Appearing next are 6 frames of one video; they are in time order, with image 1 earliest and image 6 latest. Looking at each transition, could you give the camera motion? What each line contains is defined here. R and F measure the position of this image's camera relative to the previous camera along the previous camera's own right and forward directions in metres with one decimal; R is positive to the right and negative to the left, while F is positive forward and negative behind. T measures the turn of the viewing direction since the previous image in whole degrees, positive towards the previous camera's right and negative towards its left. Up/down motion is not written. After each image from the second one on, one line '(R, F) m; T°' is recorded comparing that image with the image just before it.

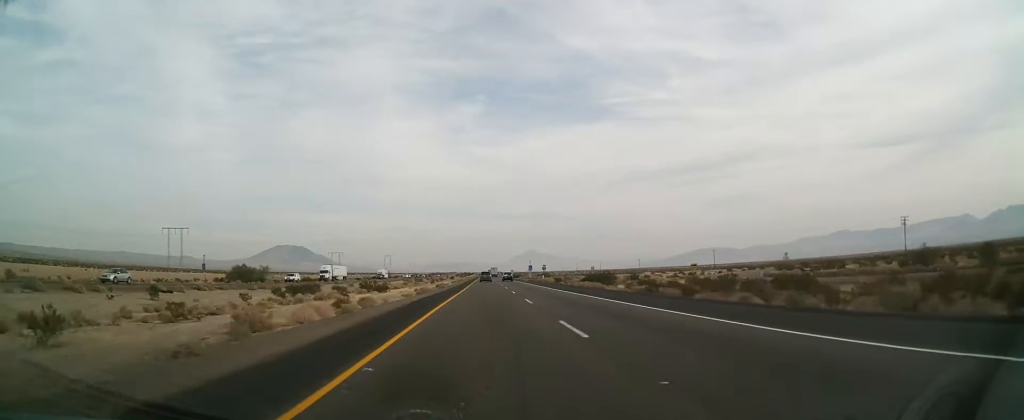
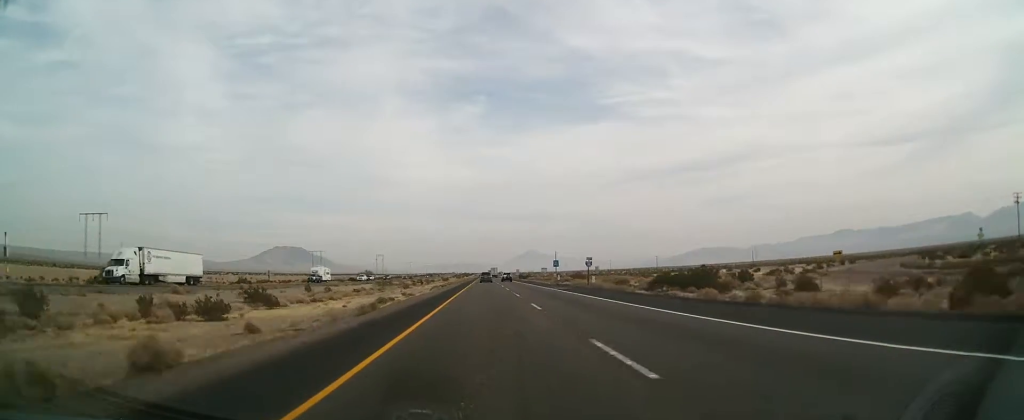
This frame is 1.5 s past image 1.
(+0.2, +48.6) m; 0°
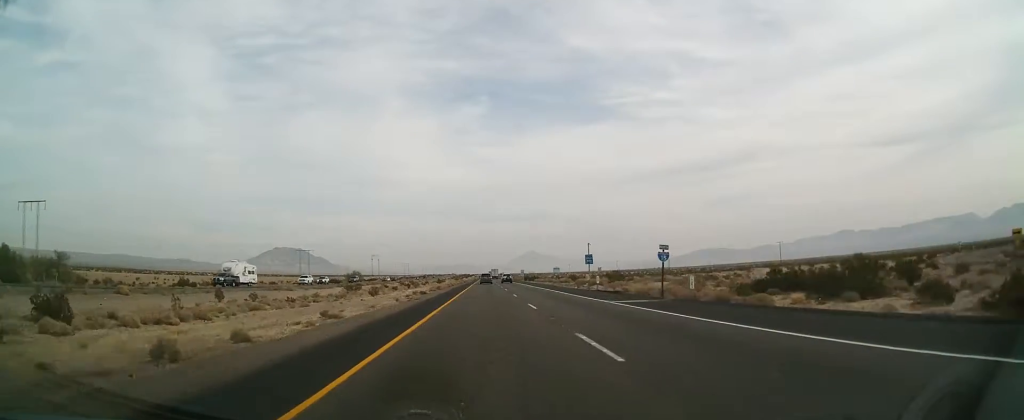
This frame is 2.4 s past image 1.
(+0.2, +27.5) m; 0°
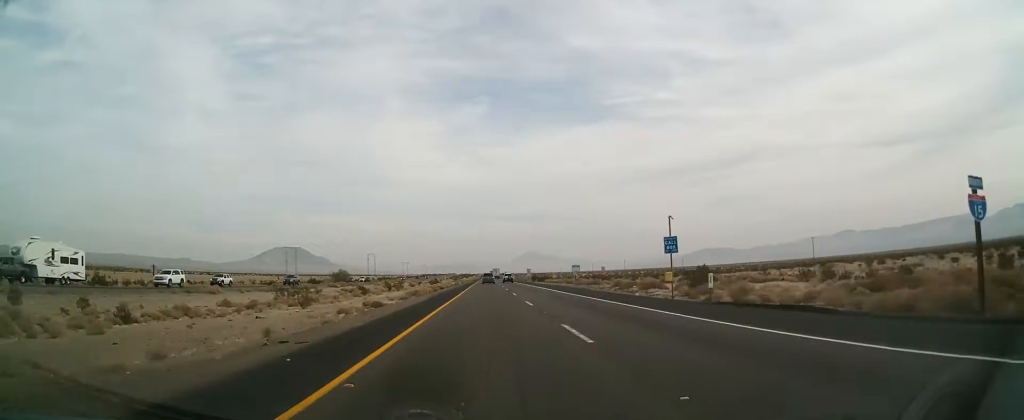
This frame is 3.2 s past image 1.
(0.0, +26.5) m; 0°
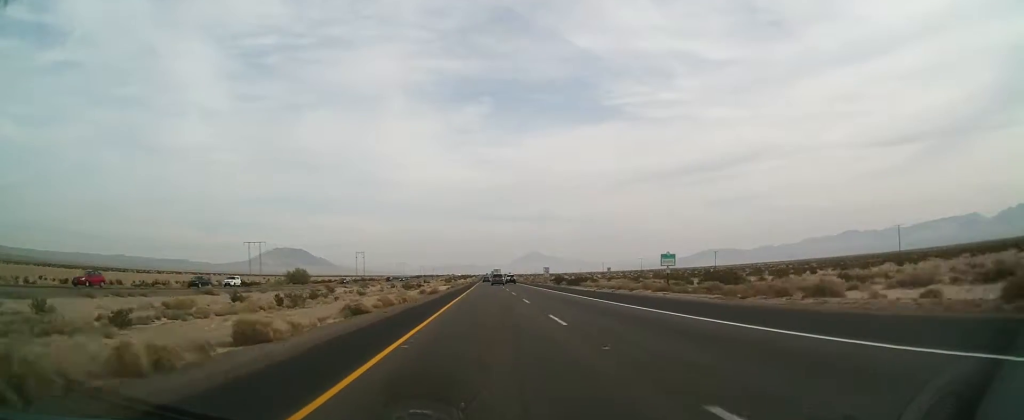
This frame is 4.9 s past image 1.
(+0.2, +53.3) m; 0°
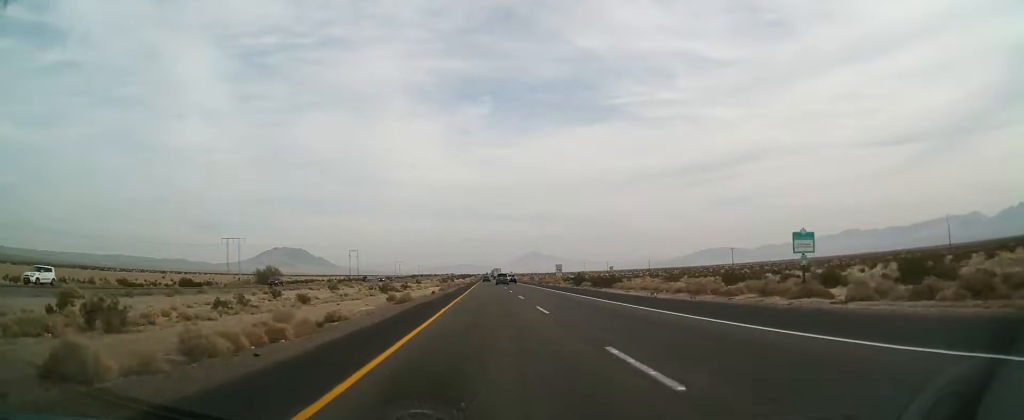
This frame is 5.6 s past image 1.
(-0.3, +23.8) m; 0°
